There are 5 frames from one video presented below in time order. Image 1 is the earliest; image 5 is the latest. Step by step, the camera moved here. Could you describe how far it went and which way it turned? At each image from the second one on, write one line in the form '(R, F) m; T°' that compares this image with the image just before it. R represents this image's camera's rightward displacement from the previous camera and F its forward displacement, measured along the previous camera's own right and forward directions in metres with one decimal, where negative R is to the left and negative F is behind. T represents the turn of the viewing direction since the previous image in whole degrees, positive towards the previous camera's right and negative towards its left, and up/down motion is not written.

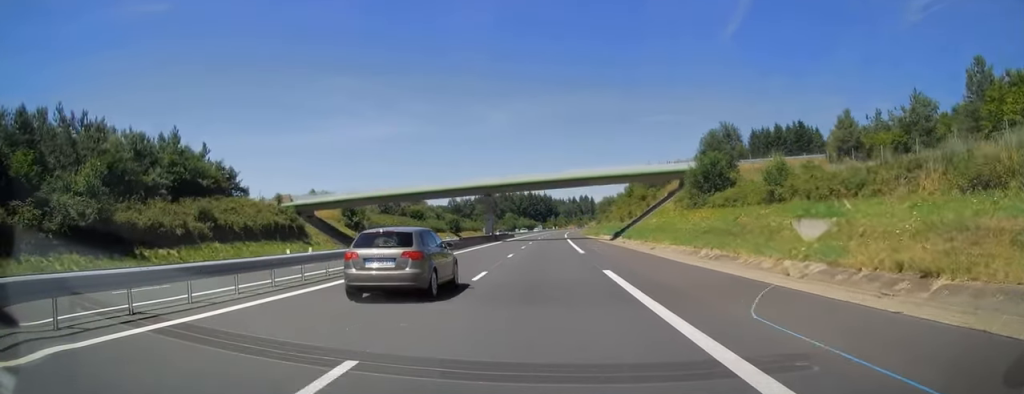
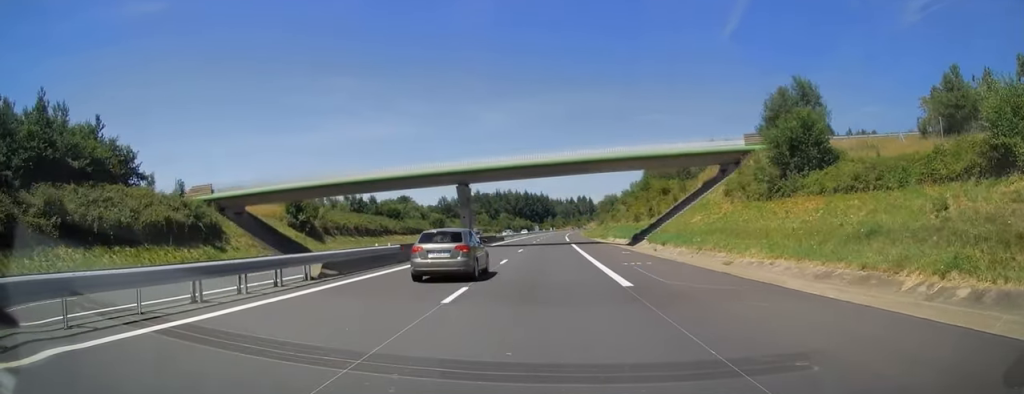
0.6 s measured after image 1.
(+0.1, +17.8) m; 0°
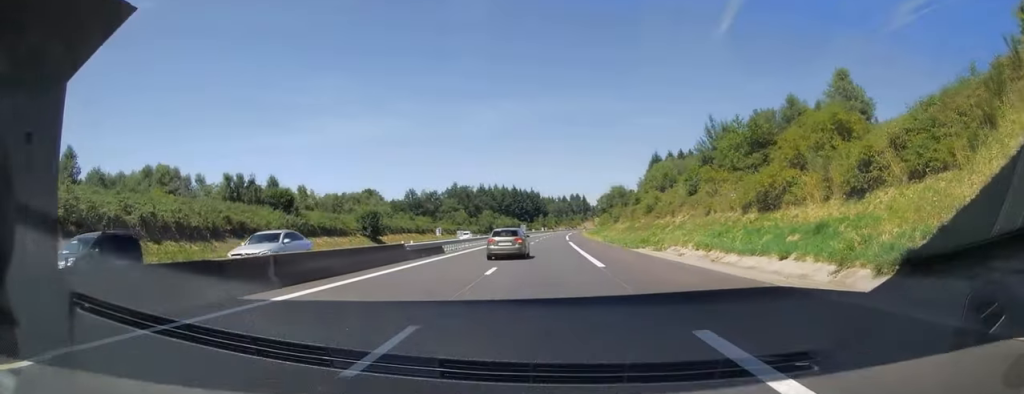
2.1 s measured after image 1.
(+0.2, +44.9) m; +1°
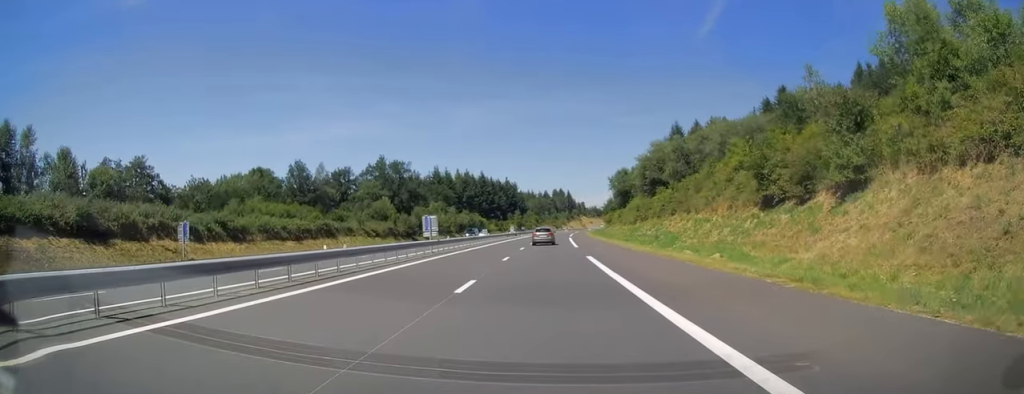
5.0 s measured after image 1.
(+1.5, +84.1) m; +2°
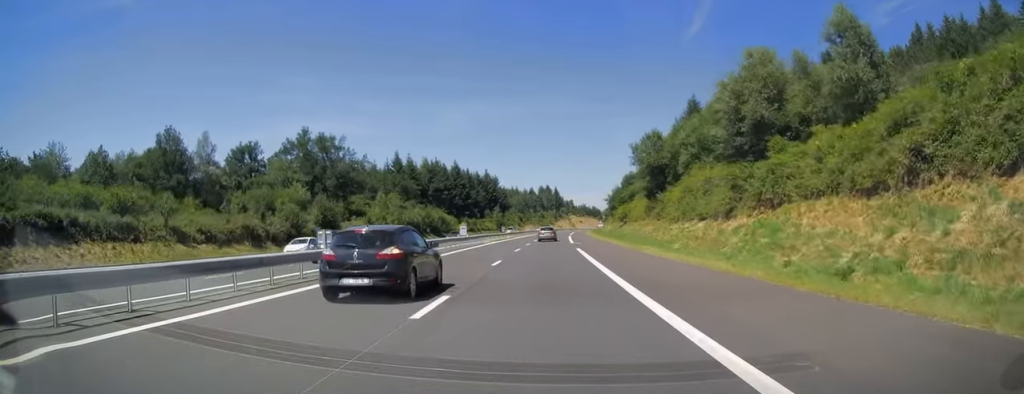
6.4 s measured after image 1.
(+0.3, +43.0) m; +1°
